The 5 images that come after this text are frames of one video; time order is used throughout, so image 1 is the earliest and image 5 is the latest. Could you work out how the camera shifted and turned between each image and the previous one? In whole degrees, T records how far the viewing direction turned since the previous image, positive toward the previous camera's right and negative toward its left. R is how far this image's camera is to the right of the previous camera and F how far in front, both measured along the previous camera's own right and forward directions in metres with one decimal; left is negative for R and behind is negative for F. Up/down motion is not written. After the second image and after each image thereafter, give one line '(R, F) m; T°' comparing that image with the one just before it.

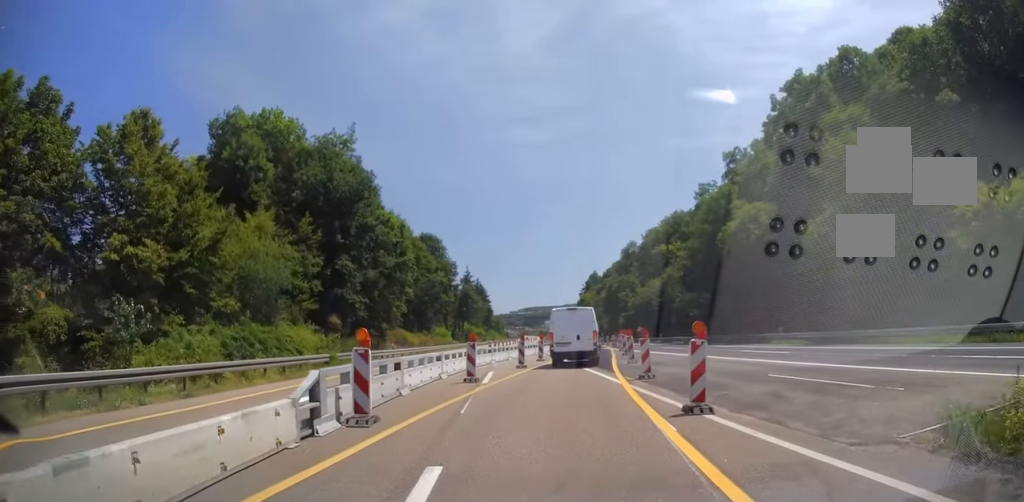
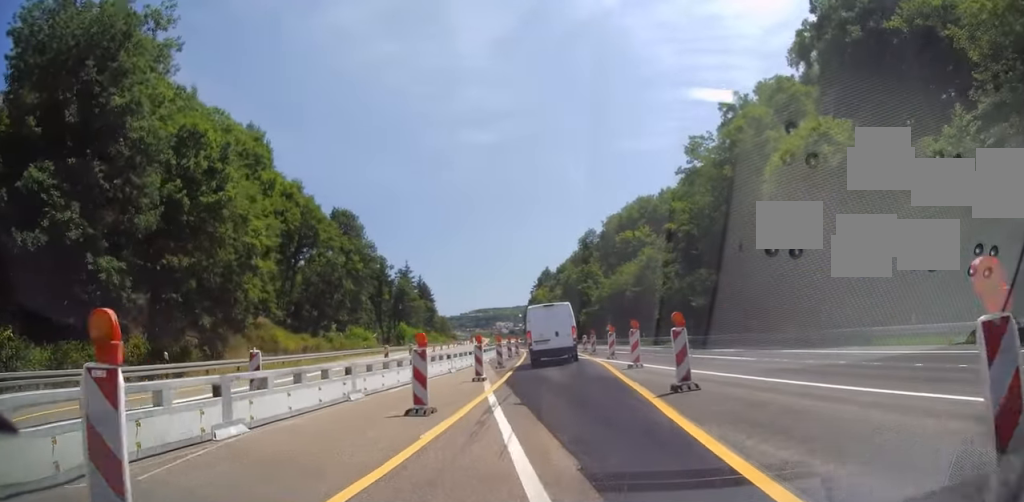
(+0.4, +23.3) m; +2°
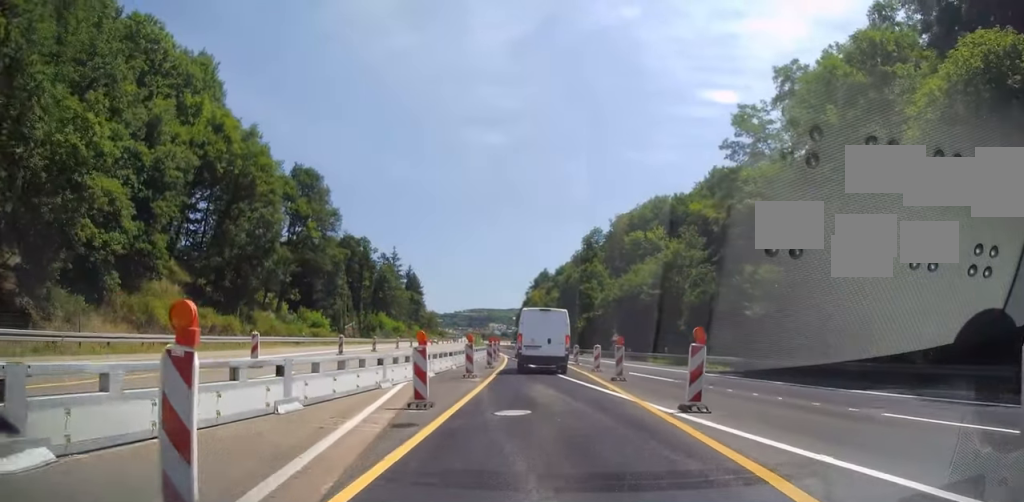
(+0.5, +15.9) m; +3°
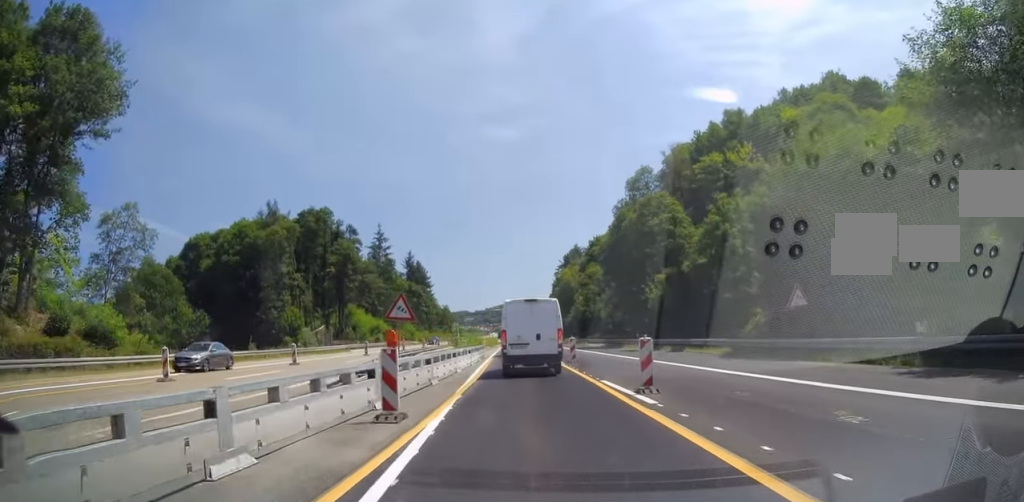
(-0.6, +46.0) m; -3°
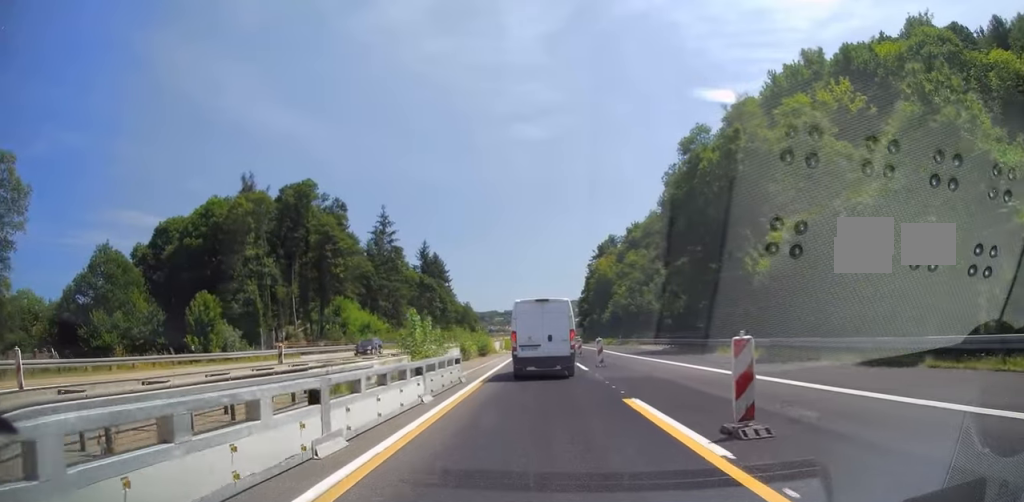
(-0.1, +23.2) m; -1°
